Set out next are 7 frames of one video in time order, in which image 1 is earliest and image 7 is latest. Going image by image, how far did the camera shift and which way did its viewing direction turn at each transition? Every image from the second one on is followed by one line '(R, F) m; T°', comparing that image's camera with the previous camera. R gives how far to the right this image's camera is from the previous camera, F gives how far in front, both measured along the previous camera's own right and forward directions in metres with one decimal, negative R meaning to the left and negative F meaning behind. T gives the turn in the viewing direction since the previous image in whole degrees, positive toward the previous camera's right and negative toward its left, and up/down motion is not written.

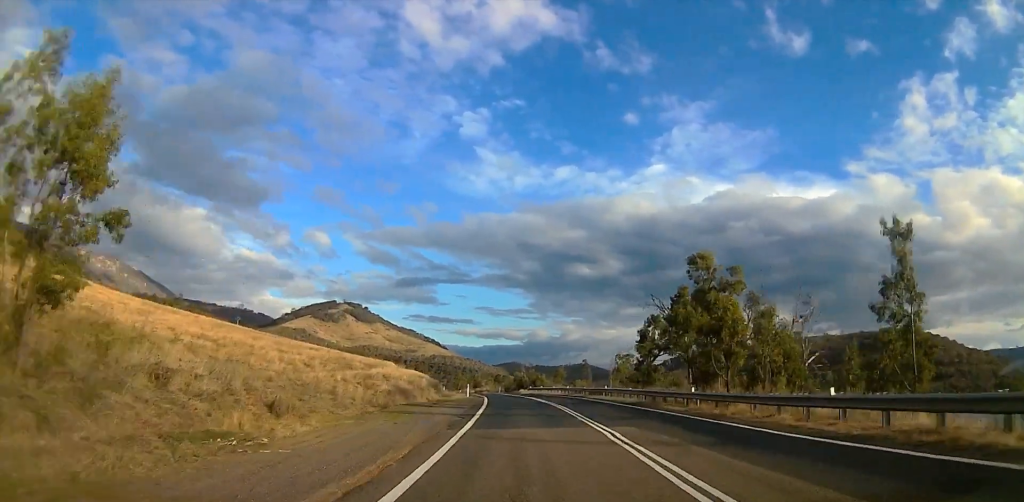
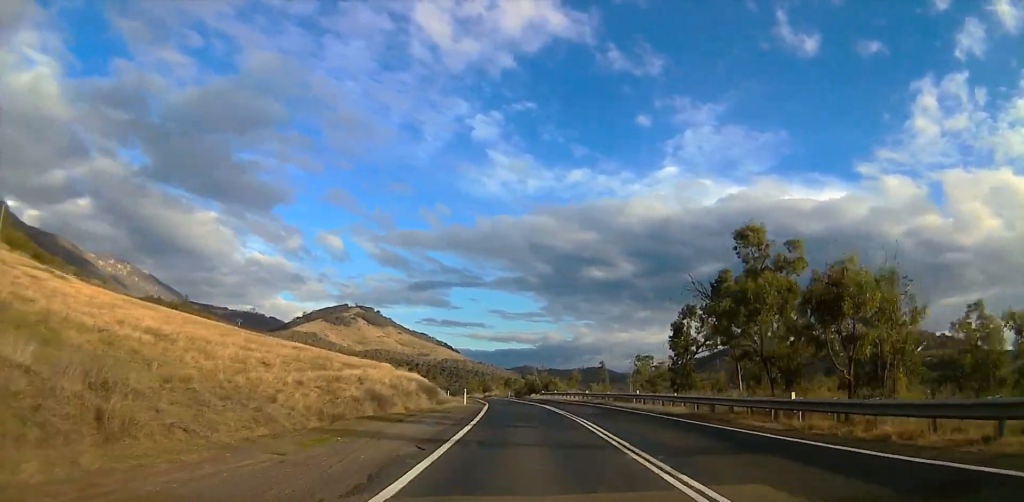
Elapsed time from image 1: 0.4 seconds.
(0.0, +9.8) m; -4°
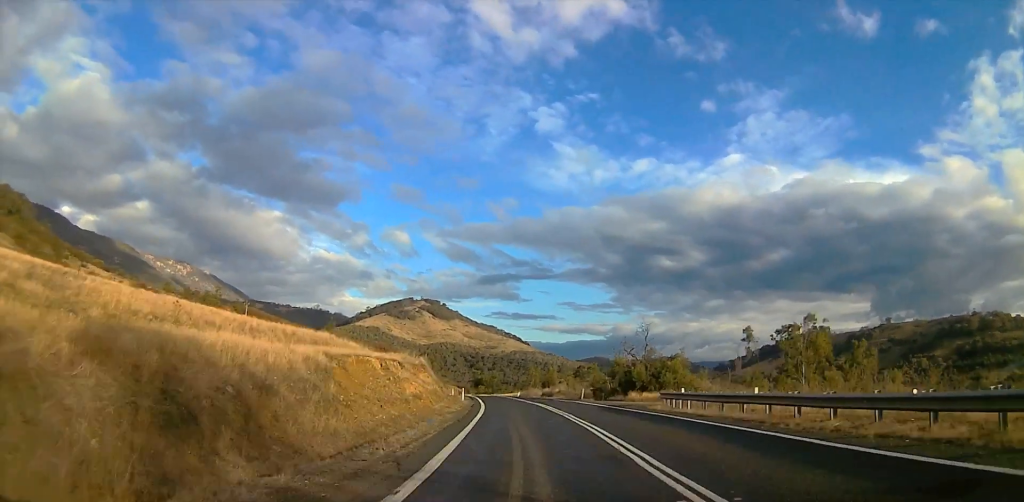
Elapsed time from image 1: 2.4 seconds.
(-7.7, +49.5) m; -13°
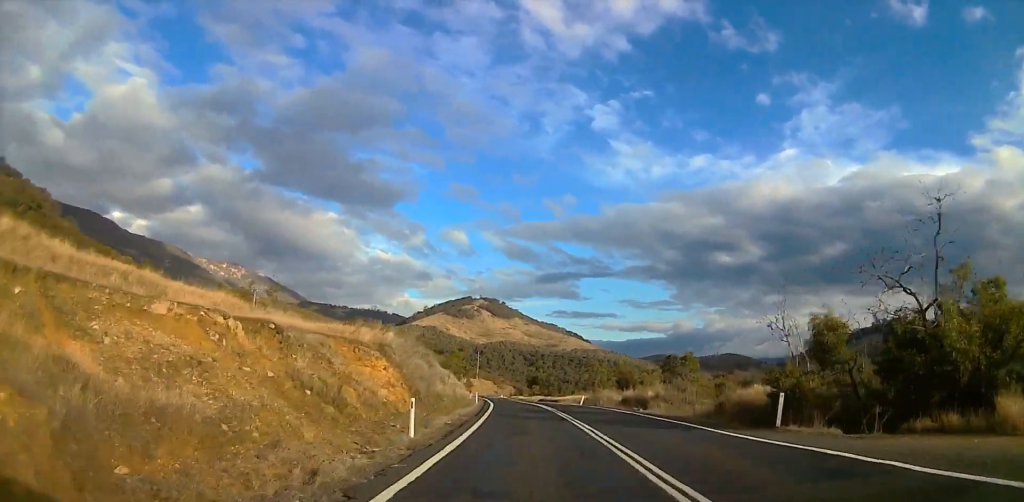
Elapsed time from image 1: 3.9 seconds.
(0.0, +36.3) m; 0°
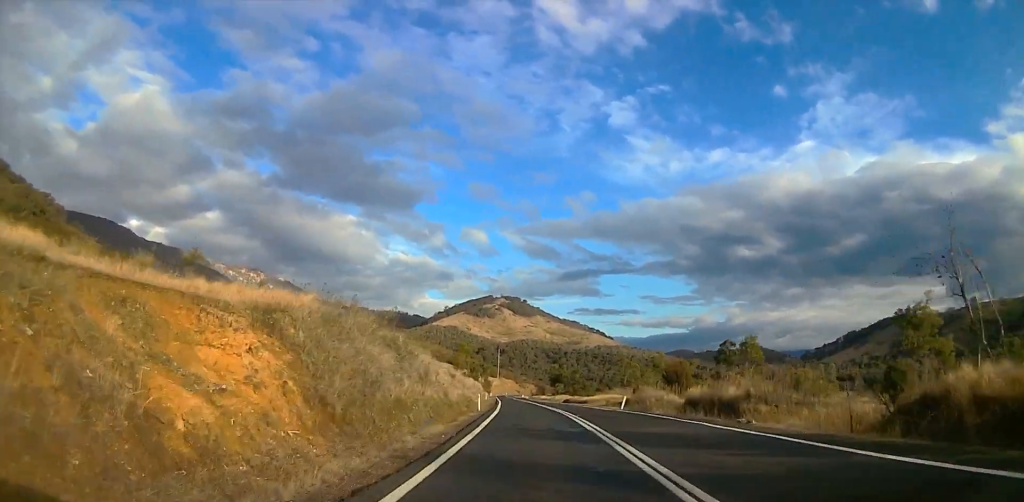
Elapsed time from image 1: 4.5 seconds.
(0.0, +16.4) m; 0°
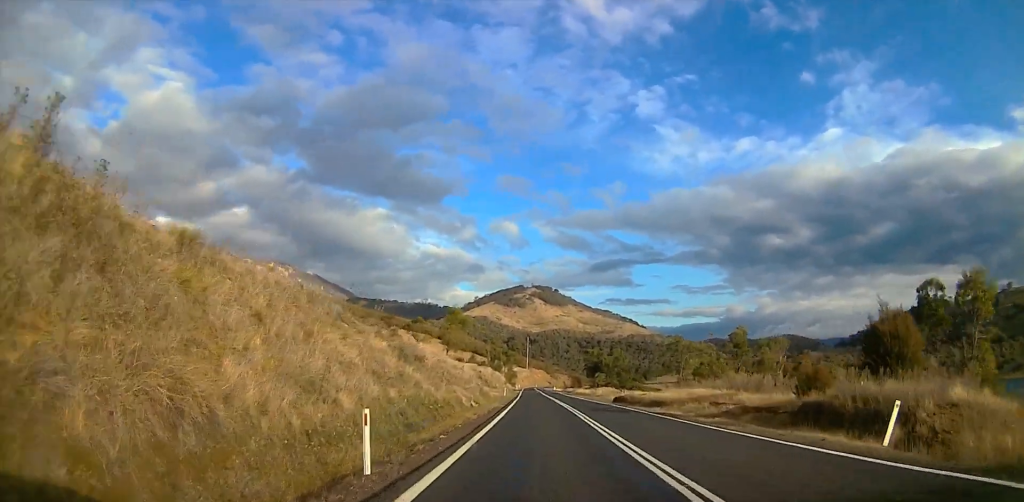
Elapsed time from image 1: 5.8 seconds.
(0.0, +32.9) m; 0°
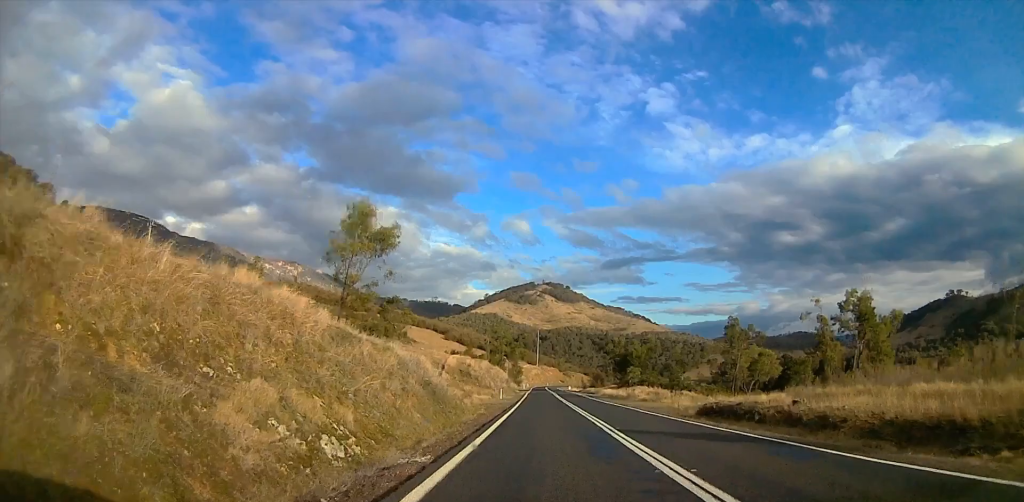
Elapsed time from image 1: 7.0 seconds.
(0.0, +31.2) m; 0°
